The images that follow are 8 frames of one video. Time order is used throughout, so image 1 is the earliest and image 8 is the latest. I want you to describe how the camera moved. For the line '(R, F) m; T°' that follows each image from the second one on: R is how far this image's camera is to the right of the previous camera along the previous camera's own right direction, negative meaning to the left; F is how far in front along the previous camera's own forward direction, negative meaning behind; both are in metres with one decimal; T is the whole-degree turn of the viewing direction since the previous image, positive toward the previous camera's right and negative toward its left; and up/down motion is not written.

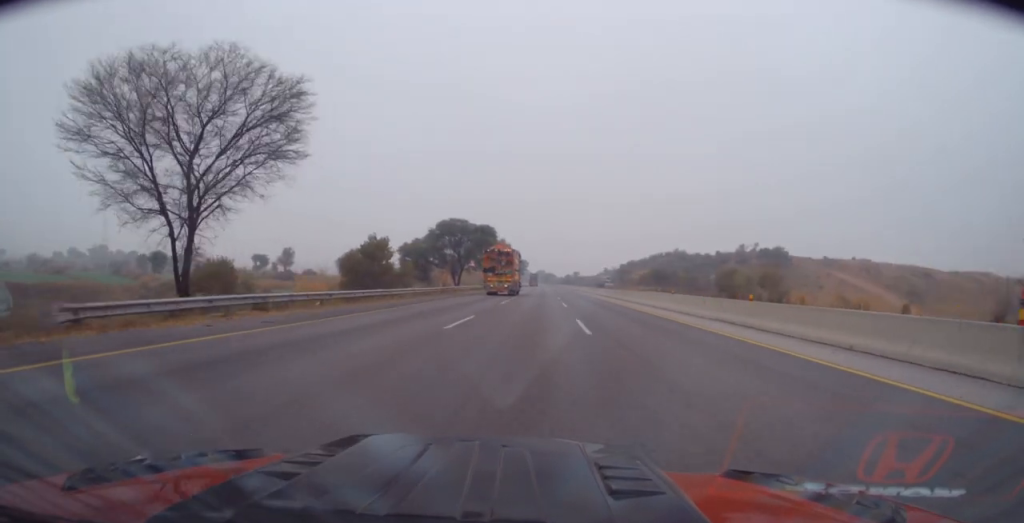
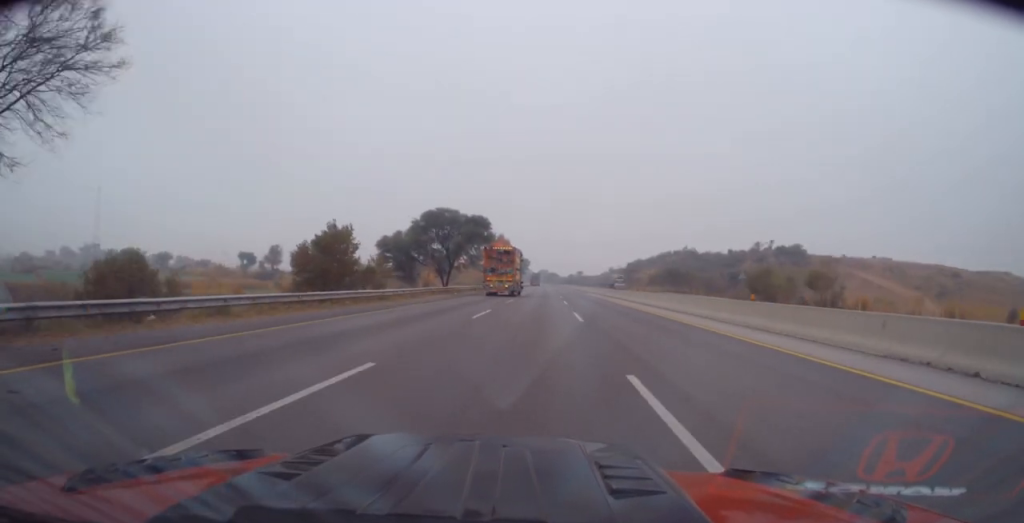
(+0.2, +13.0) m; 0°
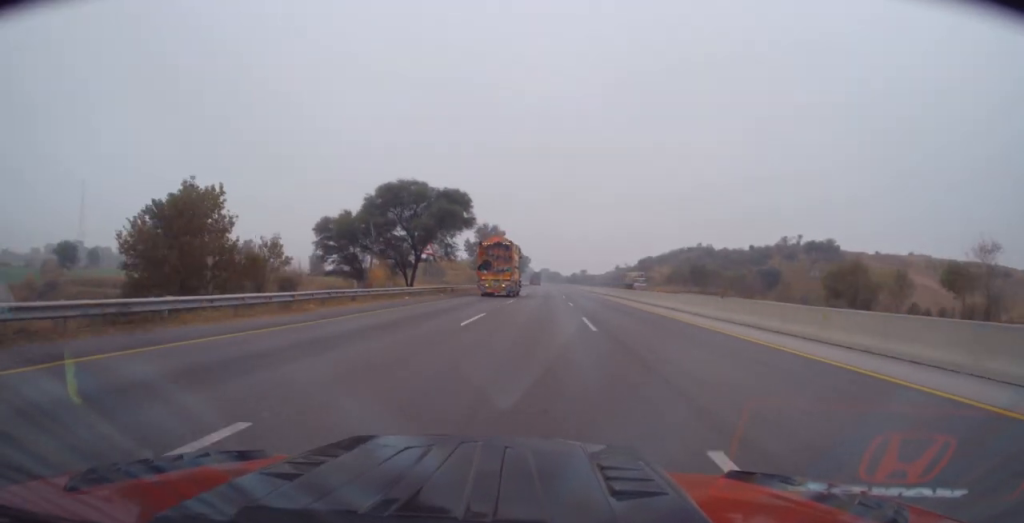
(-0.3, +21.8) m; 0°
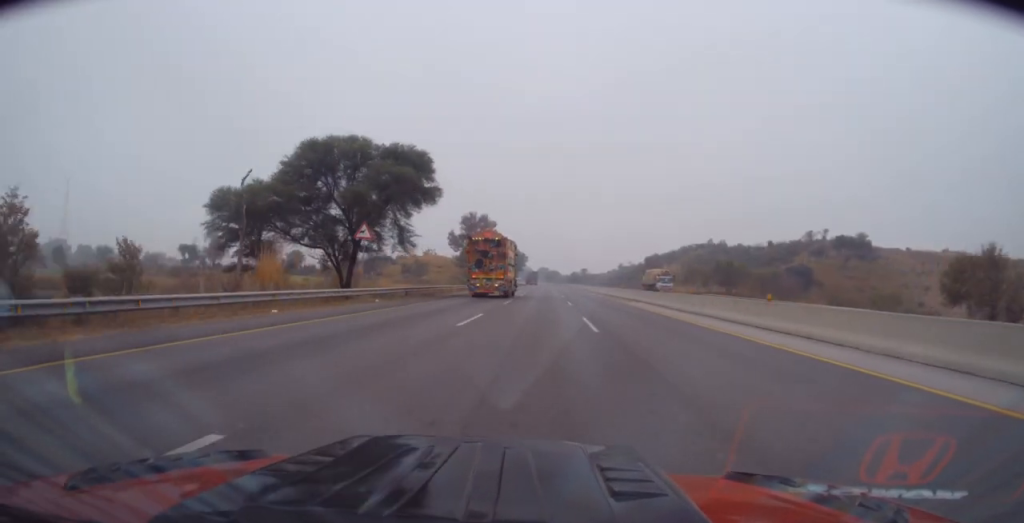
(+0.1, +18.6) m; +1°
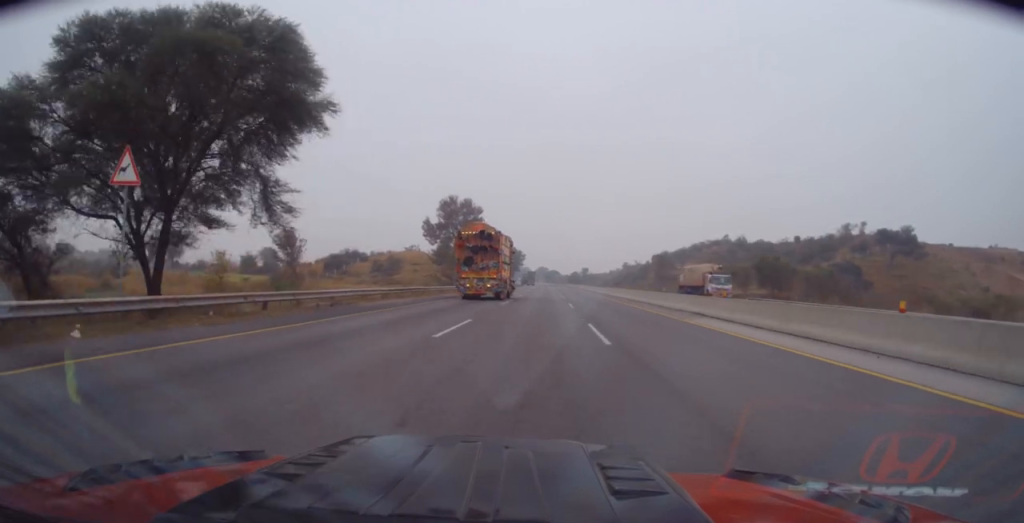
(+0.1, +21.2) m; 0°
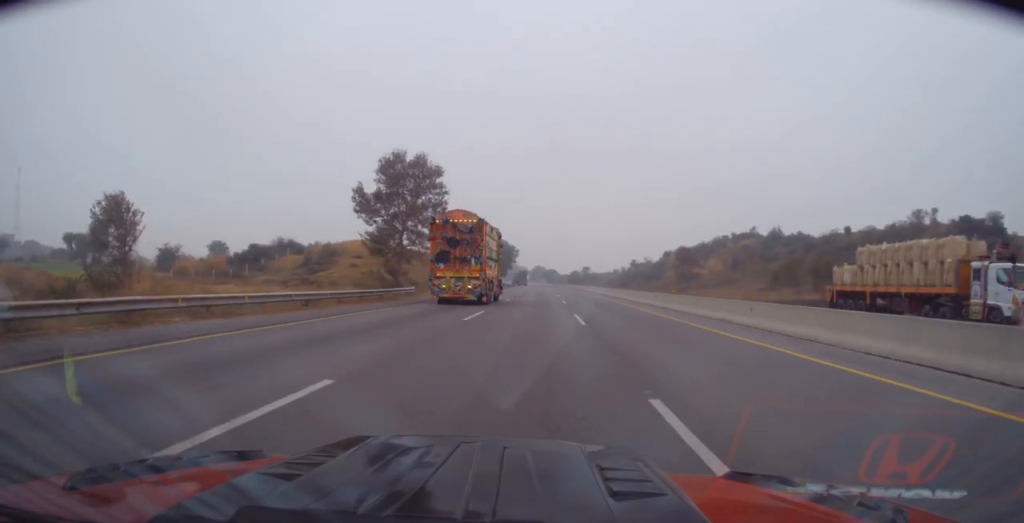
(+0.1, +30.4) m; 0°
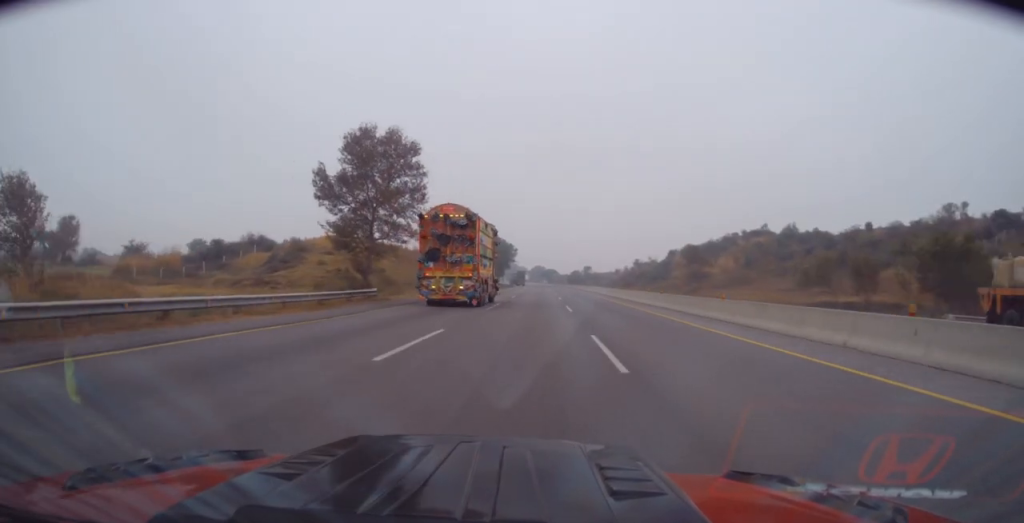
(0.0, +9.9) m; 0°
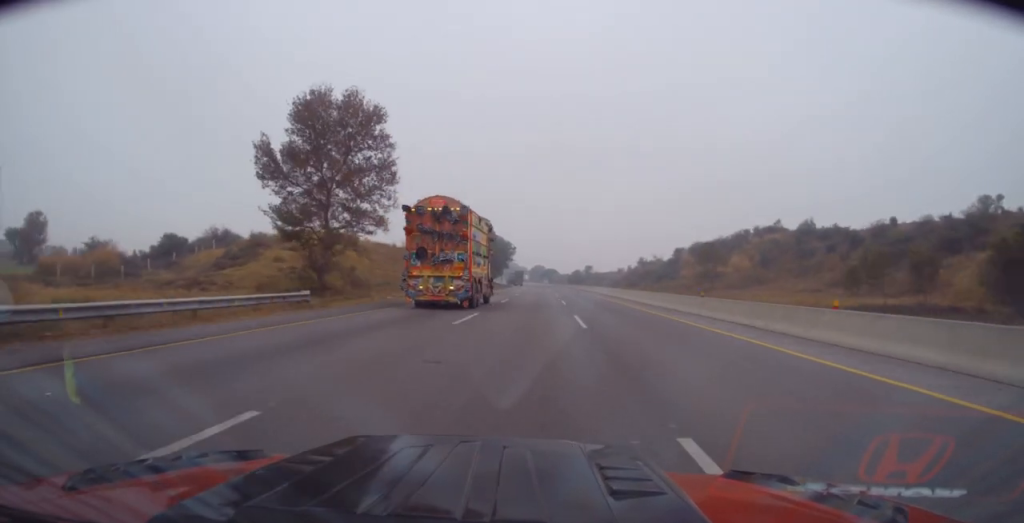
(0.0, +9.9) m; 0°
